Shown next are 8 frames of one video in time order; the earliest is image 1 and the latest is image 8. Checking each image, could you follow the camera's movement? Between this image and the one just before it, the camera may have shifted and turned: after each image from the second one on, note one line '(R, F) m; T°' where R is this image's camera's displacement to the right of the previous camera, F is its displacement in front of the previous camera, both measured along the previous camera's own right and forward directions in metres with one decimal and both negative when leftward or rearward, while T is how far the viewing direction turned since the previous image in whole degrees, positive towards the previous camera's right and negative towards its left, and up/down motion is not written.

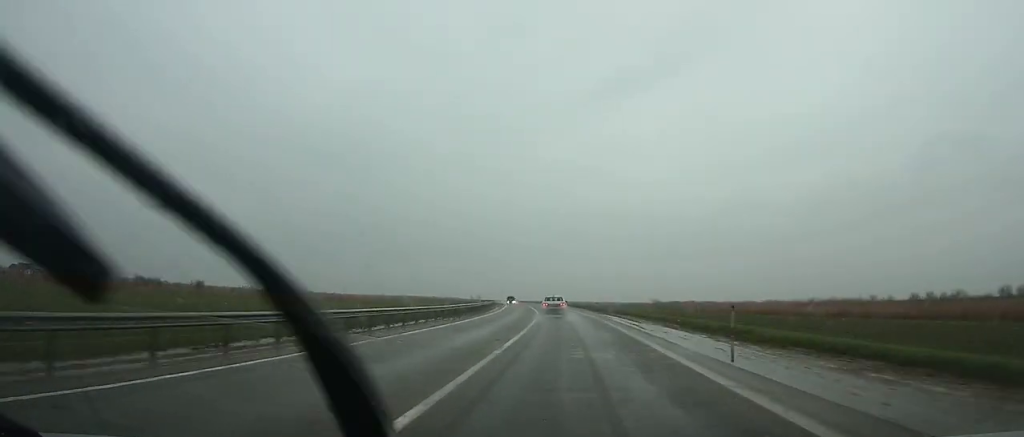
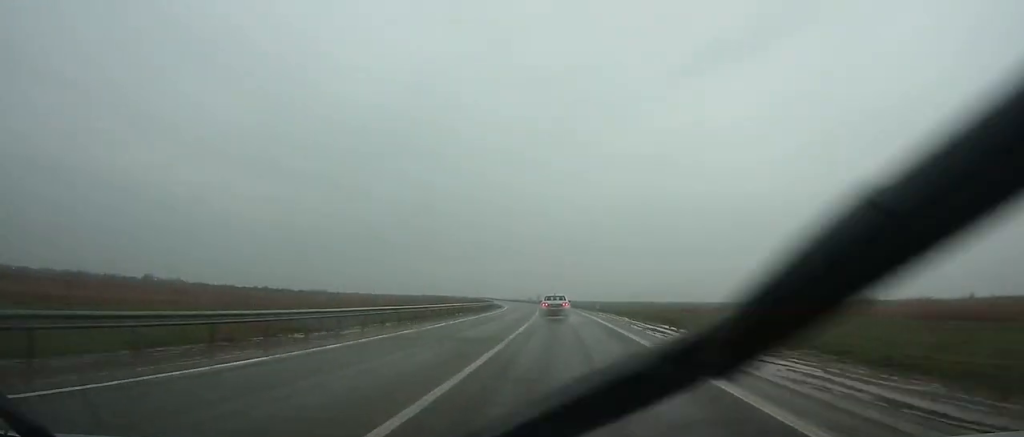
(-9.0, +145.6) m; -7°
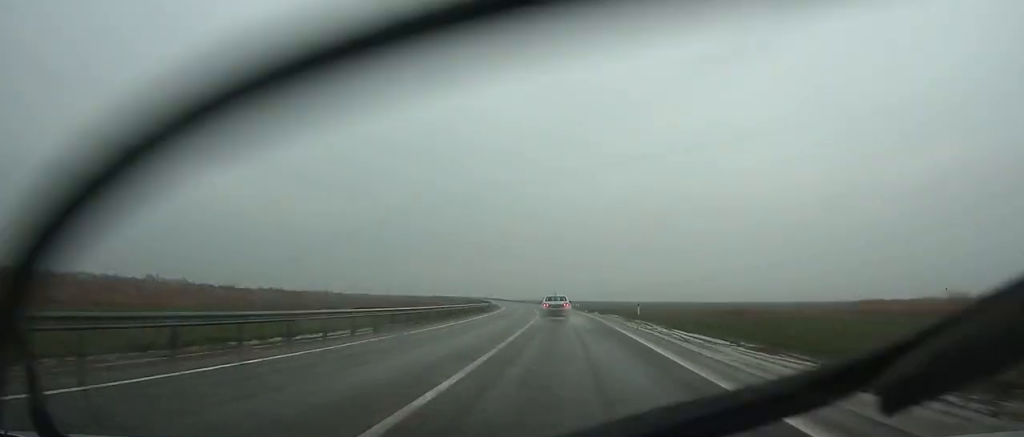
(-0.3, +28.8) m; -1°
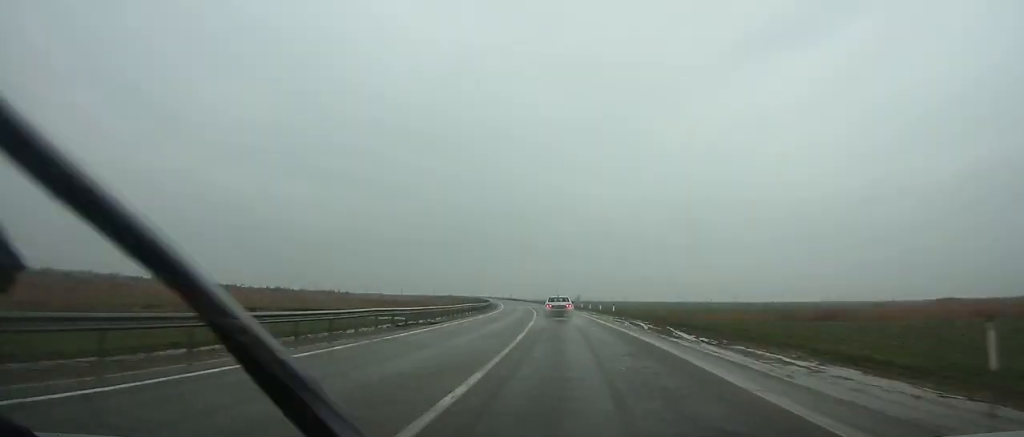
(-0.6, +35.1) m; -2°
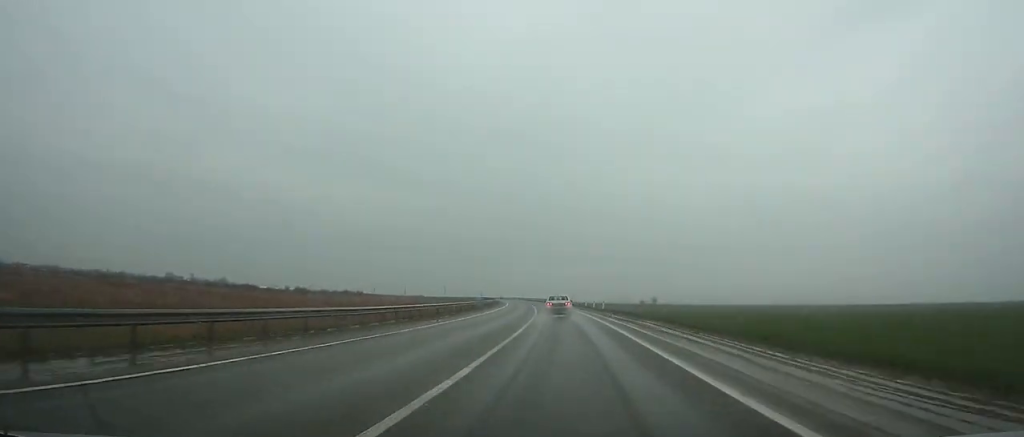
(-6.1, +107.9) m; -6°
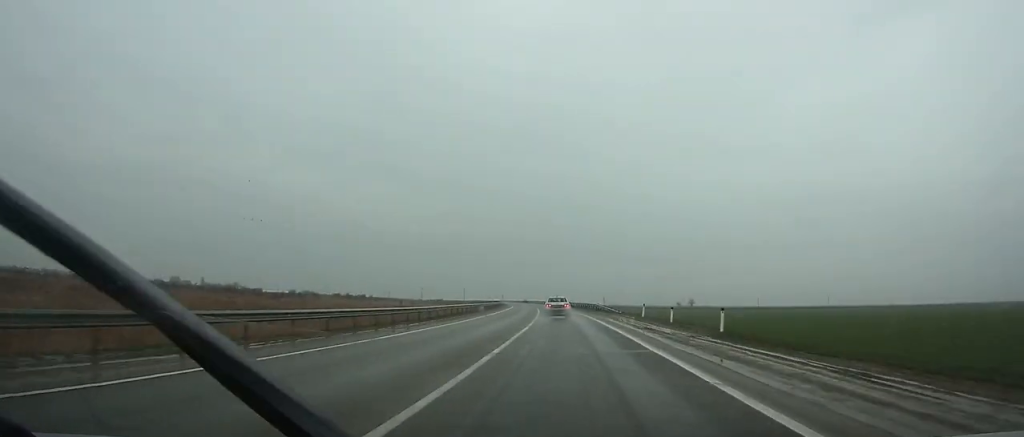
(-0.5, +43.1) m; -2°
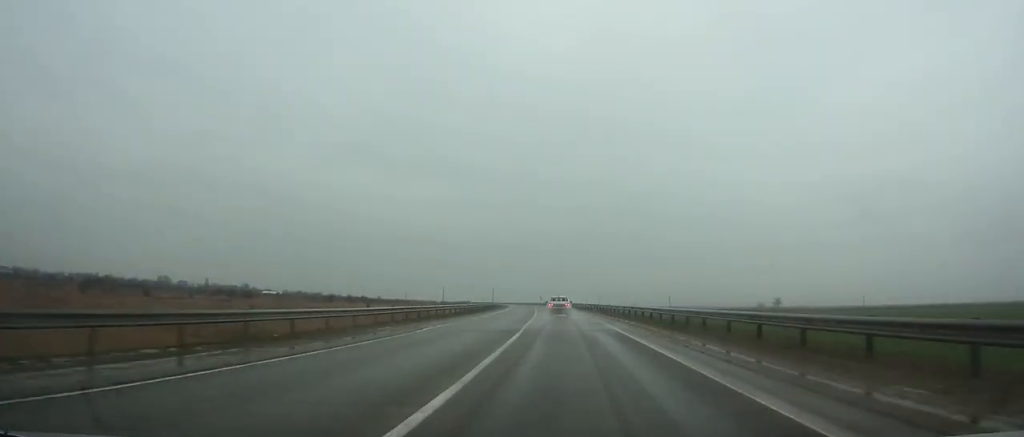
(-5.2, +102.0) m; -5°
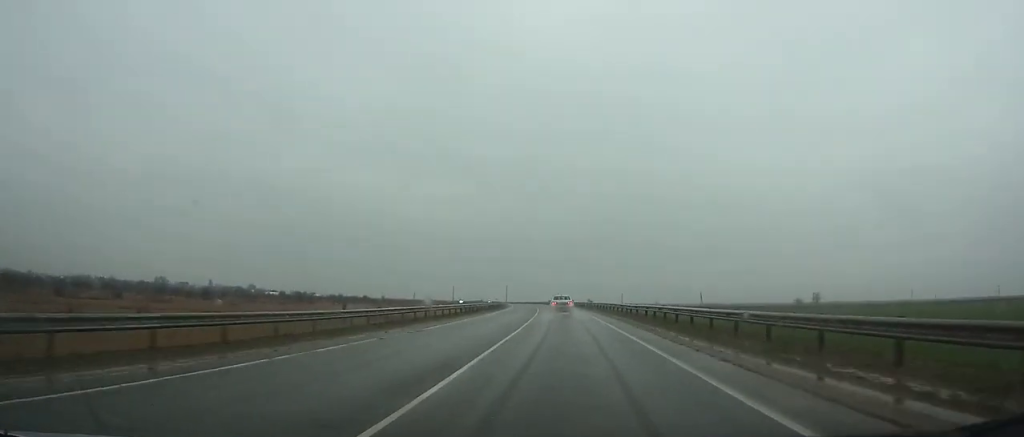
(-0.4, +35.2) m; -2°
